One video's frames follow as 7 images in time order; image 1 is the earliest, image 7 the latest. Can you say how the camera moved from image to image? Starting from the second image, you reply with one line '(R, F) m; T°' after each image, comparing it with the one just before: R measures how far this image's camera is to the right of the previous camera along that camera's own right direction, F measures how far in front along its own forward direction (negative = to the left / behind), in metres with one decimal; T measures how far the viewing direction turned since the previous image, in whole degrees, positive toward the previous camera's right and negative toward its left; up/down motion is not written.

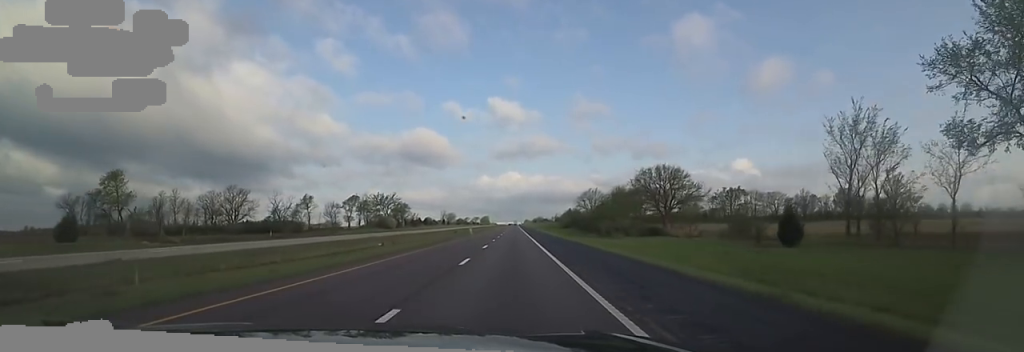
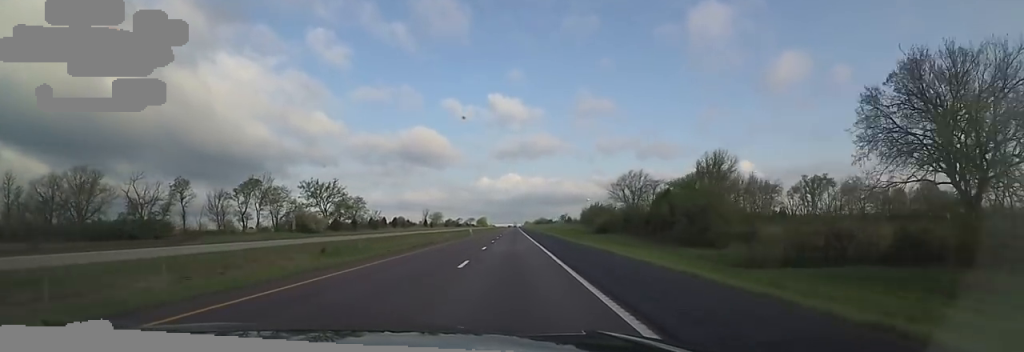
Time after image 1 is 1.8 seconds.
(-0.7, +62.0) m; +1°
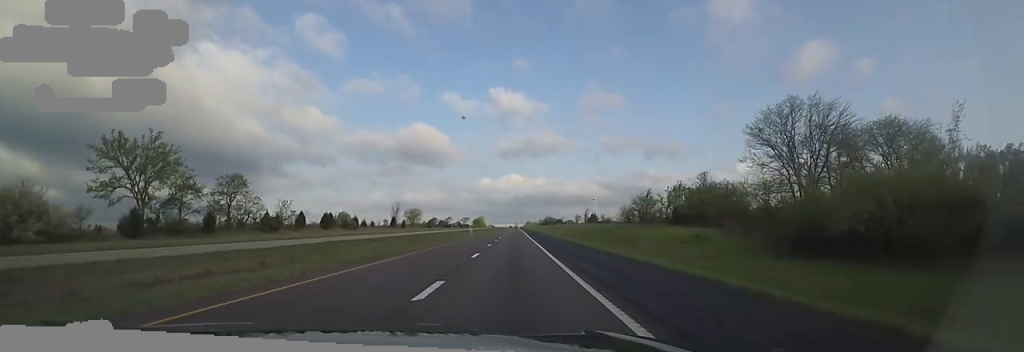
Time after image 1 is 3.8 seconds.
(+0.9, +68.1) m; -1°
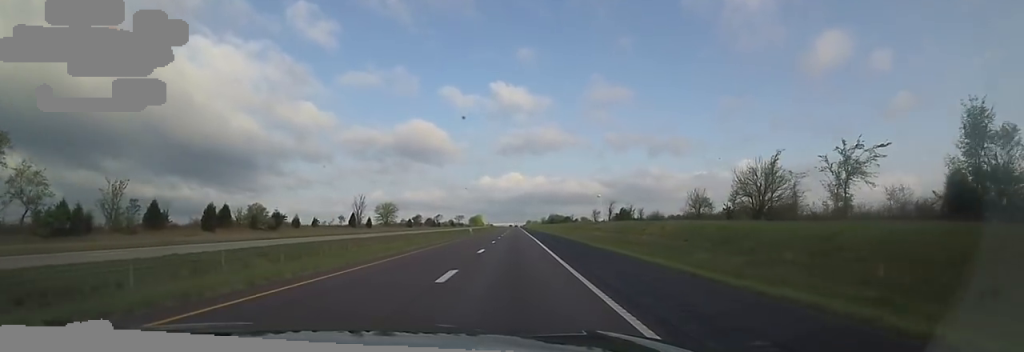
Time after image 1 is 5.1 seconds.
(-1.8, +46.0) m; -1°
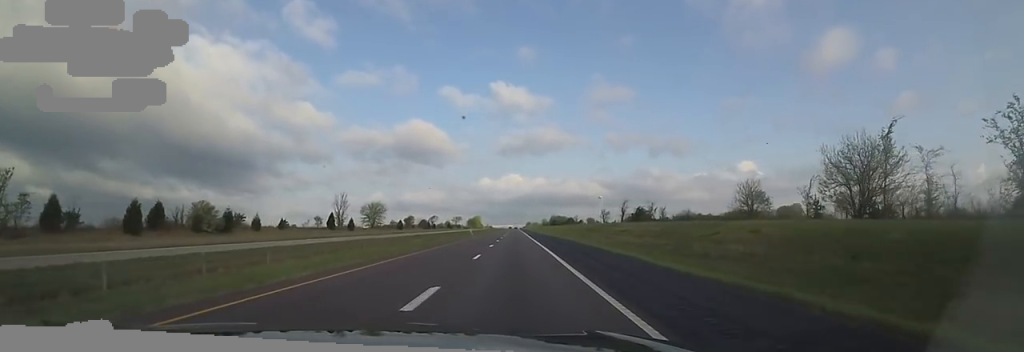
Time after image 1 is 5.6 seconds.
(+0.7, +16.1) m; +1°
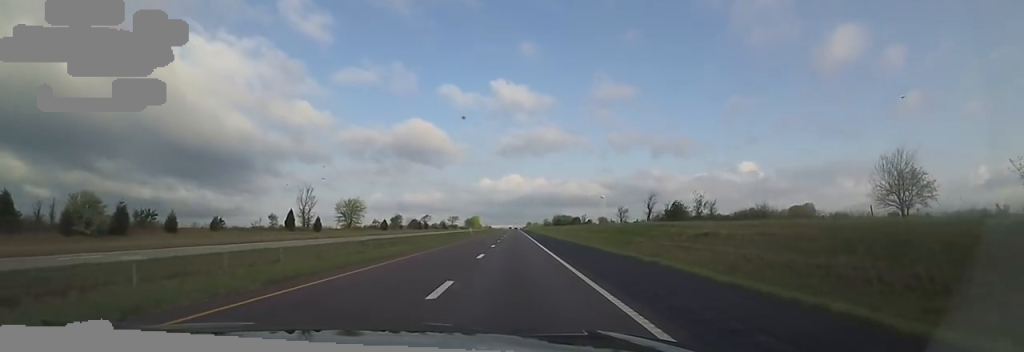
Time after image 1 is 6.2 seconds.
(+0.7, +22.9) m; +1°
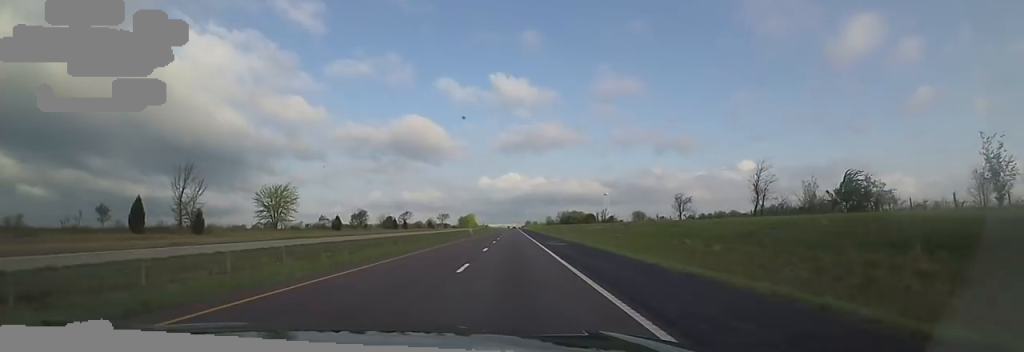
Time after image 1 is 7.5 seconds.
(-1.1, +43.5) m; -2°
